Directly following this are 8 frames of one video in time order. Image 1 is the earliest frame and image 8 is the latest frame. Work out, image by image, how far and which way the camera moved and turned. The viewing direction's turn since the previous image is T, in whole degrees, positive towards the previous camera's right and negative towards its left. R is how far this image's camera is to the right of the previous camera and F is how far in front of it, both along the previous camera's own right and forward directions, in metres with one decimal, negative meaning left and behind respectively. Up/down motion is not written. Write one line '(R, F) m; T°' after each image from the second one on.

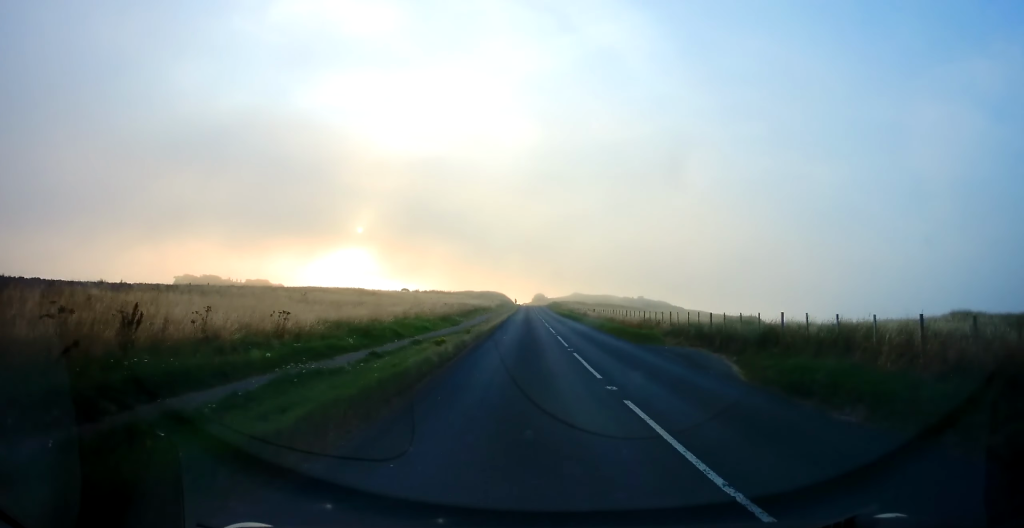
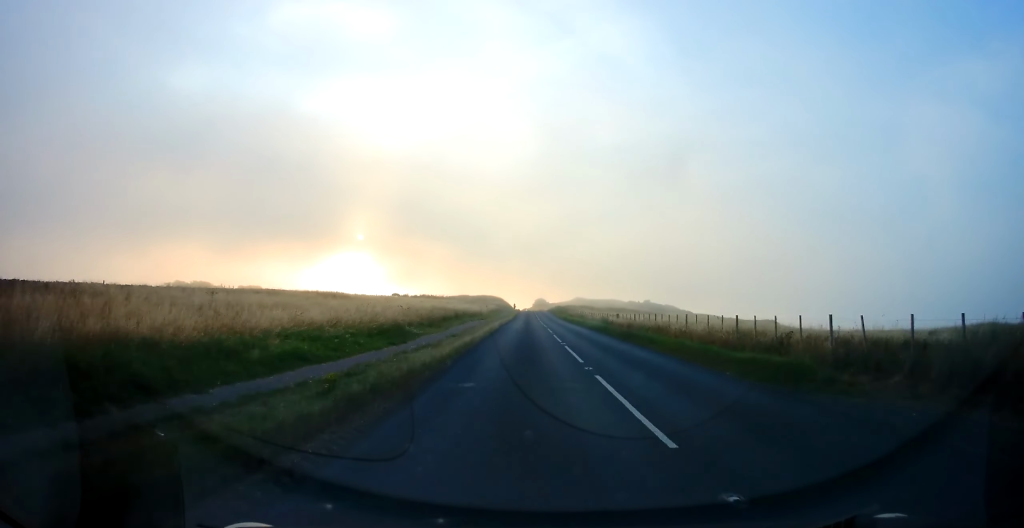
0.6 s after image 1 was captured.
(-0.1, +14.6) m; 0°
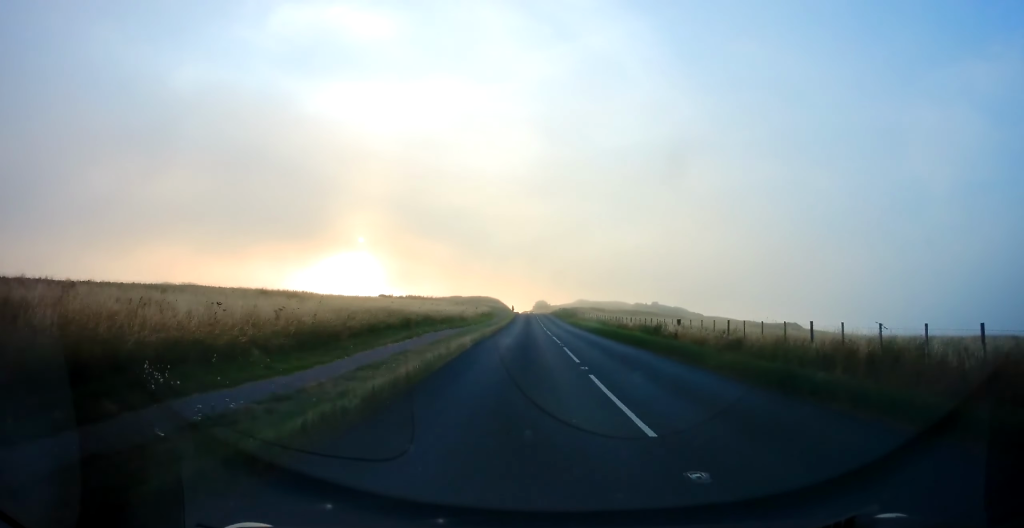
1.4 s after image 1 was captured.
(0.0, +17.0) m; 0°
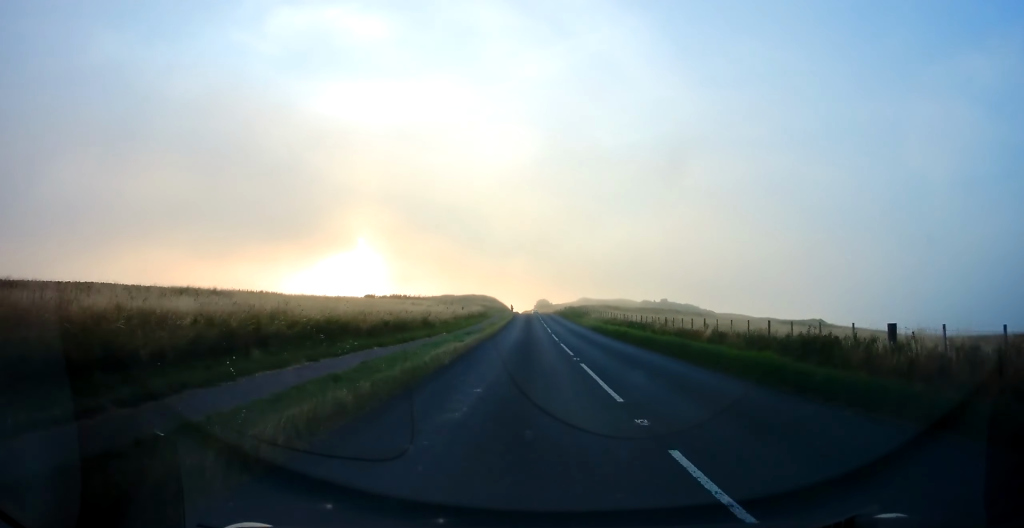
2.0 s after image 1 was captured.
(0.0, +15.5) m; 0°
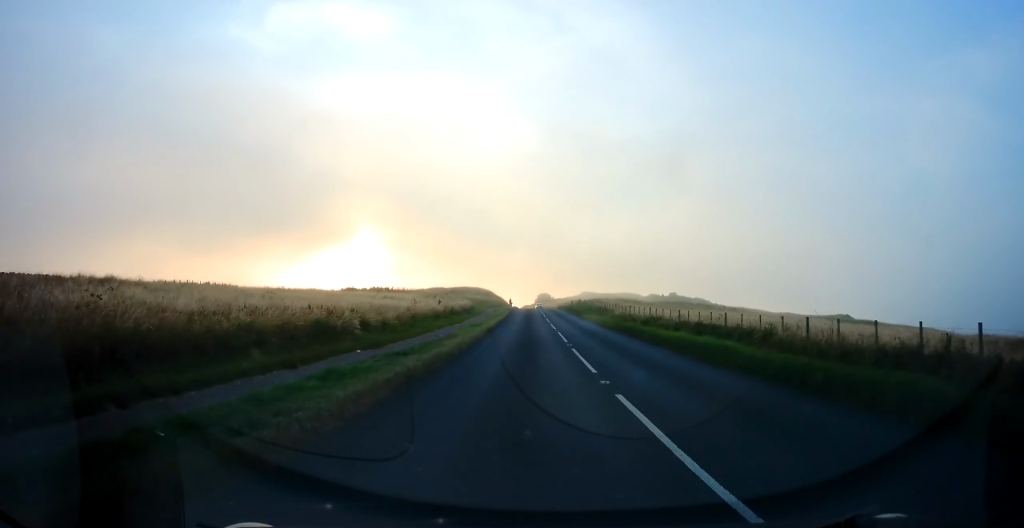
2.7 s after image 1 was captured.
(0.0, +14.8) m; 0°
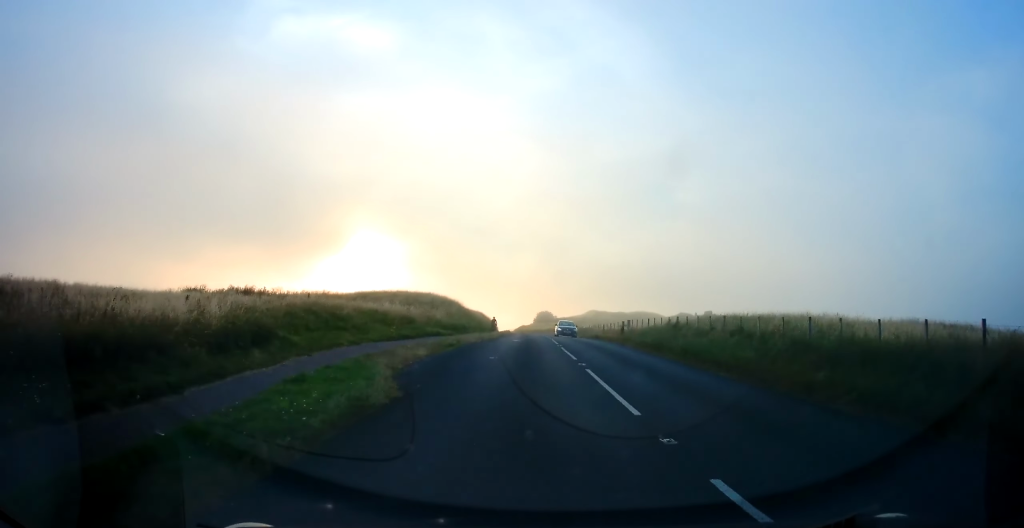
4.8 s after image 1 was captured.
(+0.1, +50.3) m; 0°
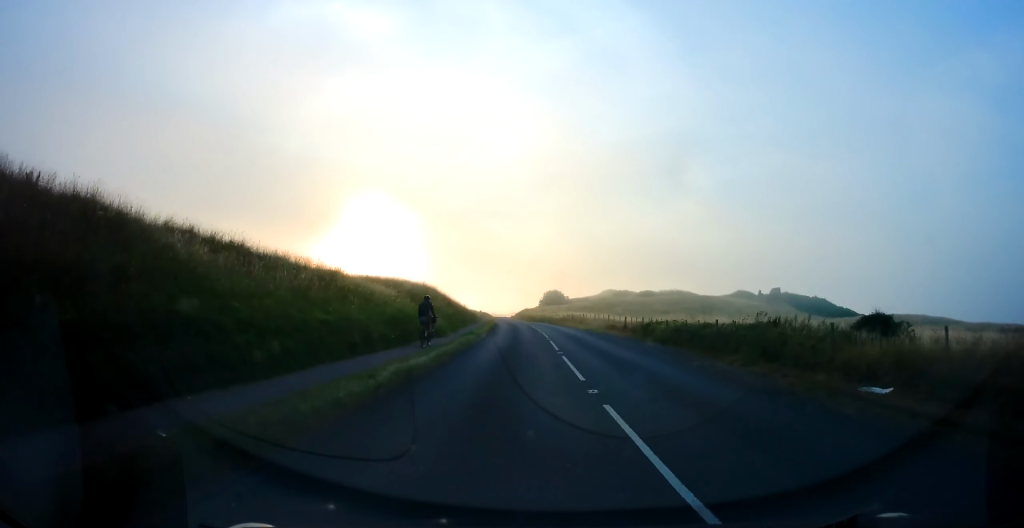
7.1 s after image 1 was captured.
(-0.1, +50.5) m; 0°
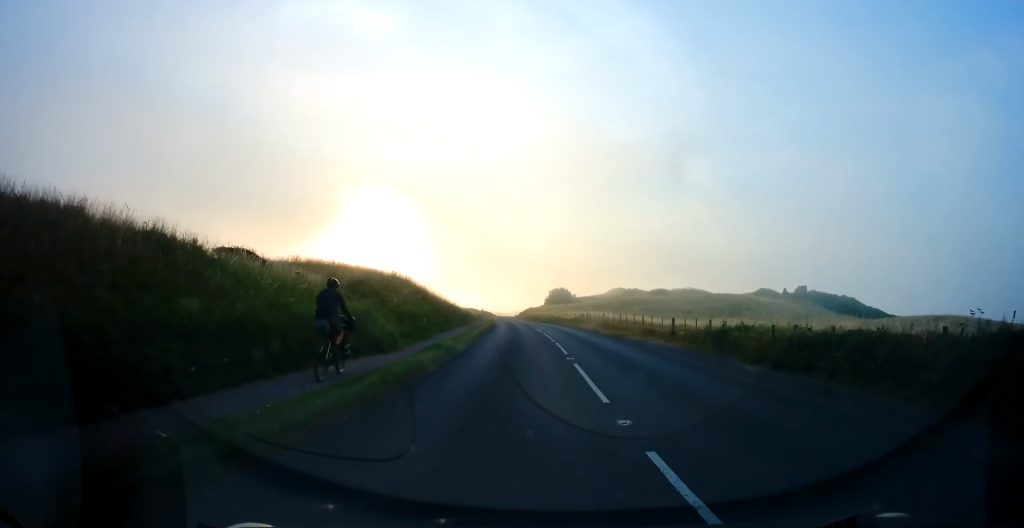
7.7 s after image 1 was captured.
(0.0, +11.6) m; 0°
